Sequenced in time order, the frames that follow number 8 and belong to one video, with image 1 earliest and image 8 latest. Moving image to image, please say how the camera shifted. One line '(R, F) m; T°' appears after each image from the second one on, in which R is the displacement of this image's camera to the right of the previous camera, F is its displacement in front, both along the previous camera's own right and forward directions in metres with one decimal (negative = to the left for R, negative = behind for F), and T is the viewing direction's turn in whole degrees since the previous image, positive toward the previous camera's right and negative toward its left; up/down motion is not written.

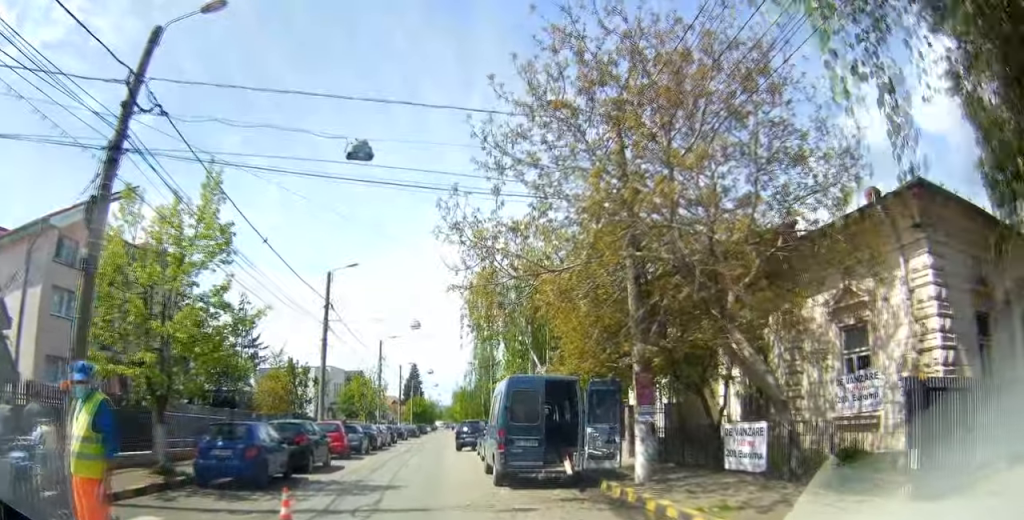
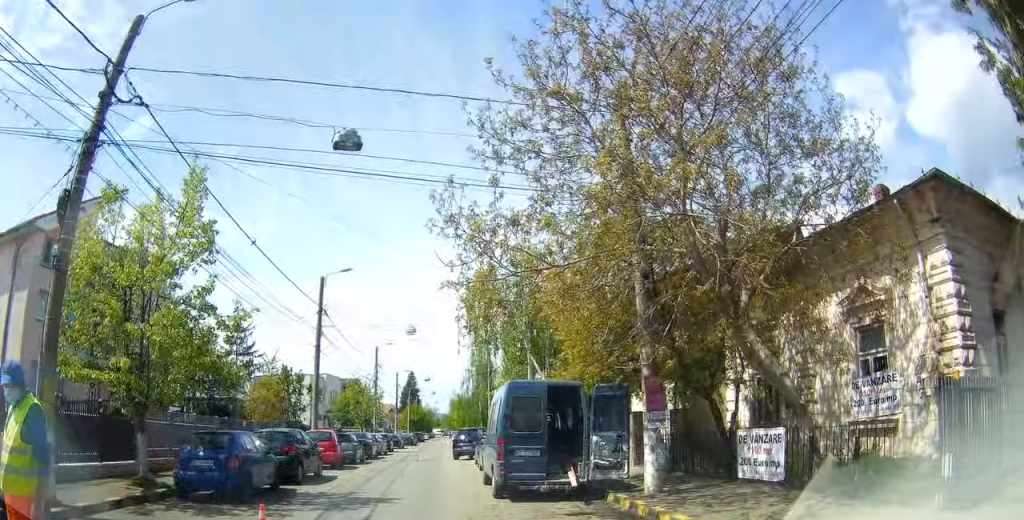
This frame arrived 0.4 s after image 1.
(0.0, +1.2) m; 0°
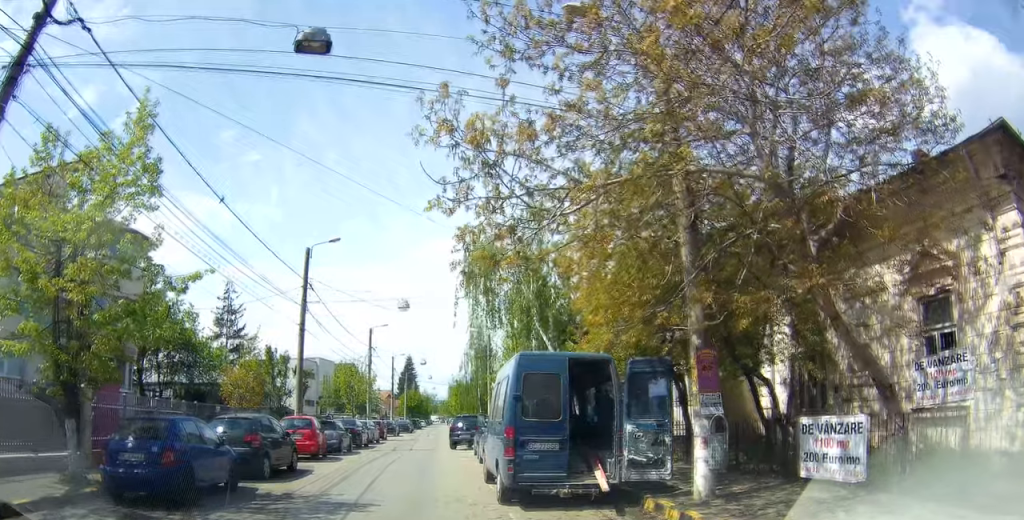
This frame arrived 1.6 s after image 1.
(0.0, +3.6) m; 0°
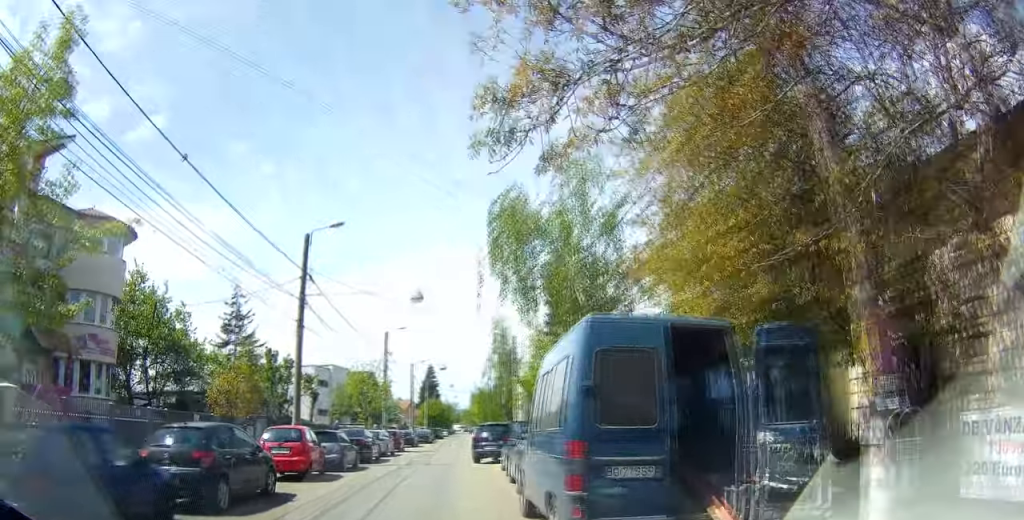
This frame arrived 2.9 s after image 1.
(0.0, +4.6) m; 0°
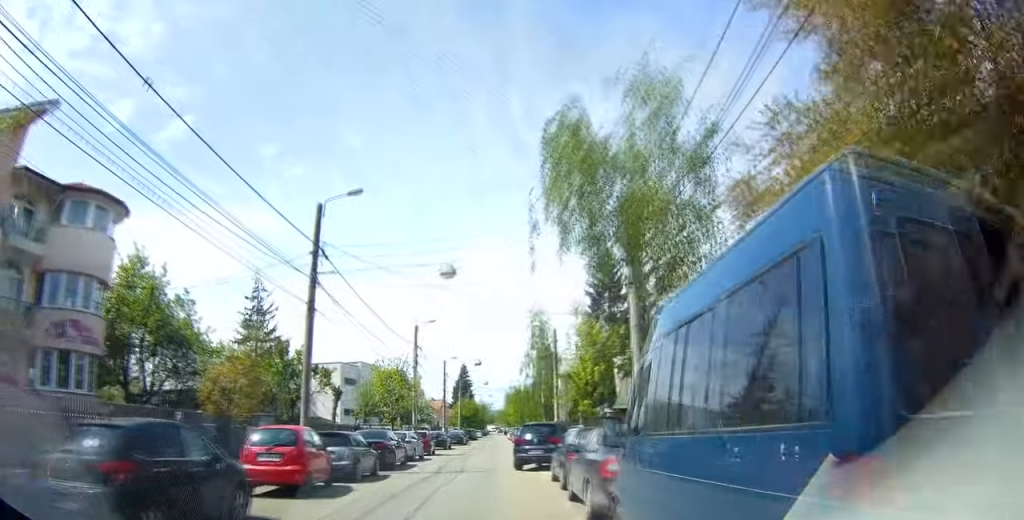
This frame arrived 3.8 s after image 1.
(0.0, +3.7) m; 0°
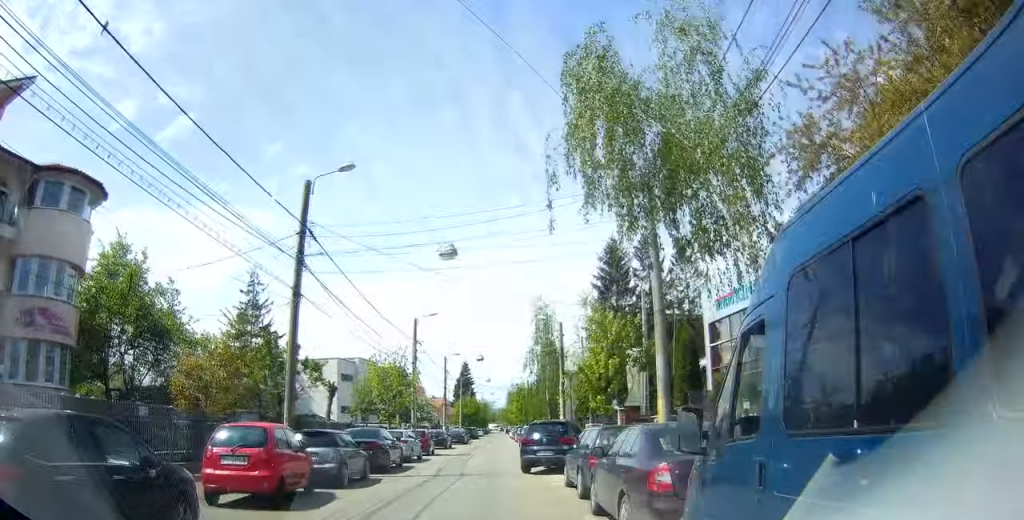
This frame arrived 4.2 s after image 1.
(0.0, +1.8) m; 0°
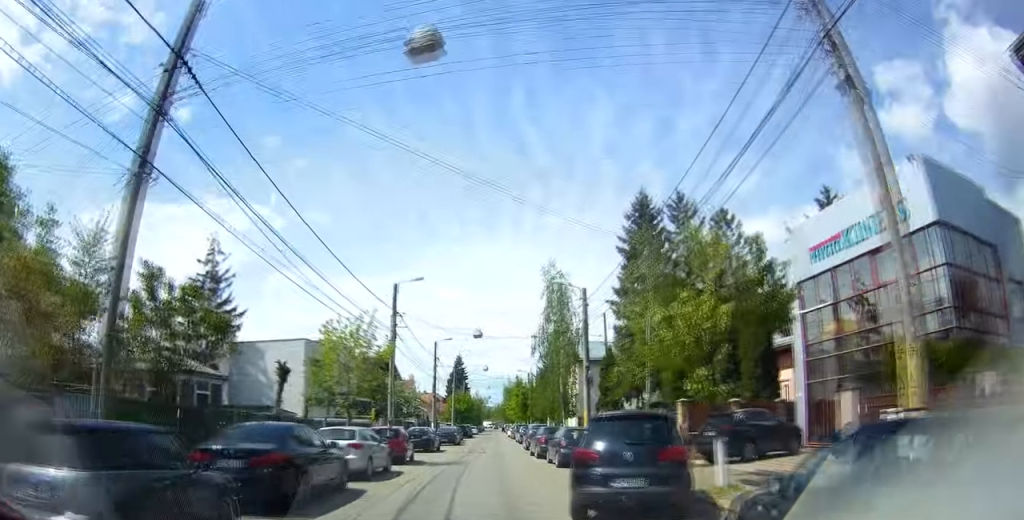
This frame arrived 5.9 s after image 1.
(+0.6, +9.3) m; +6°
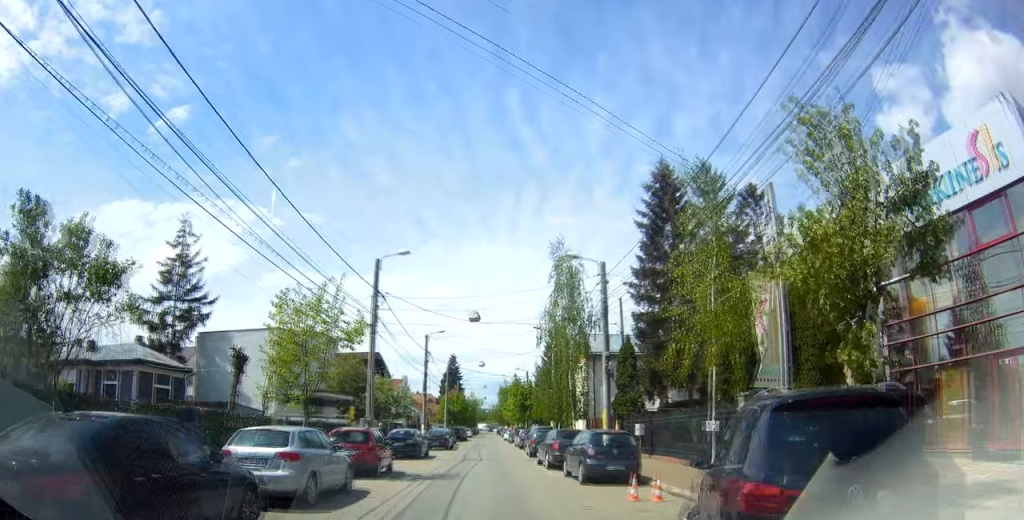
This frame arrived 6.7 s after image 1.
(+0.1, +5.5) m; 0°
